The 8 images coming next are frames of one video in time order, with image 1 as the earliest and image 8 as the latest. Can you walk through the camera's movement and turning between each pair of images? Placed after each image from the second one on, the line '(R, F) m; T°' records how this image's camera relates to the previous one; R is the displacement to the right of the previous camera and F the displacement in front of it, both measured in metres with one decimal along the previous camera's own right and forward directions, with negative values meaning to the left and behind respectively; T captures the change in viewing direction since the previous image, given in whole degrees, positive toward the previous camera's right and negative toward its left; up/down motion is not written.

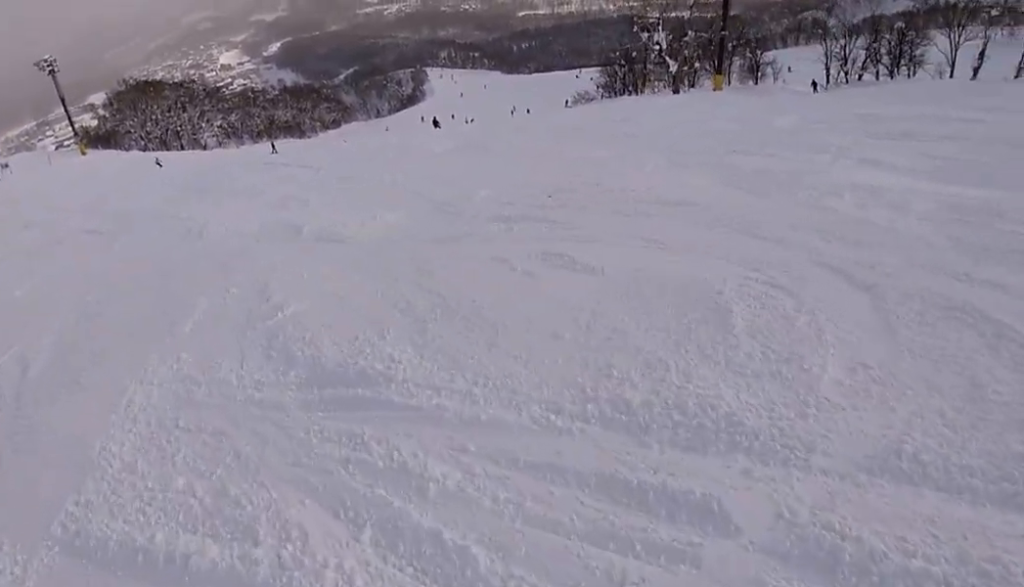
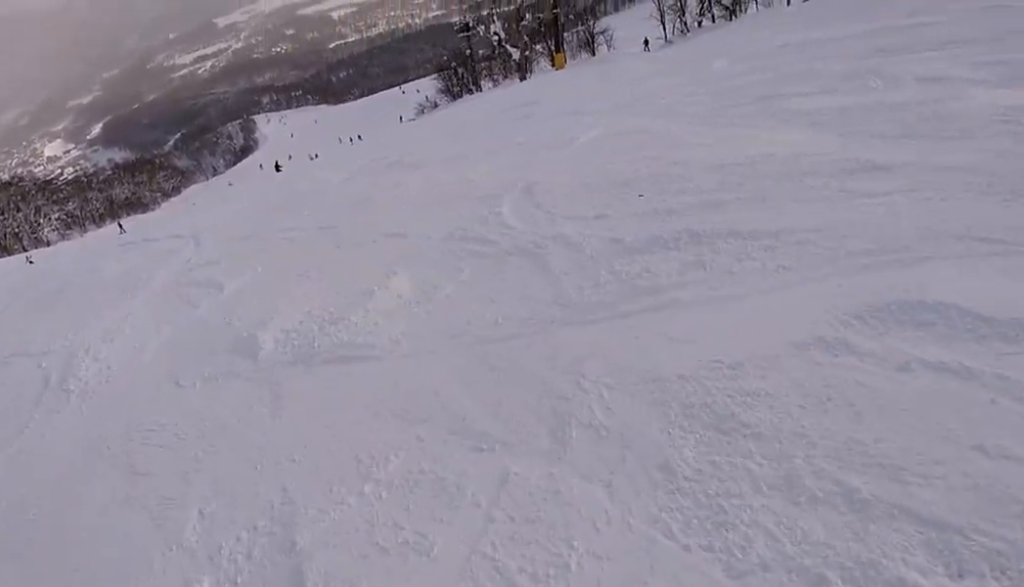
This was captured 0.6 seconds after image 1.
(0.0, +3.9) m; +15°
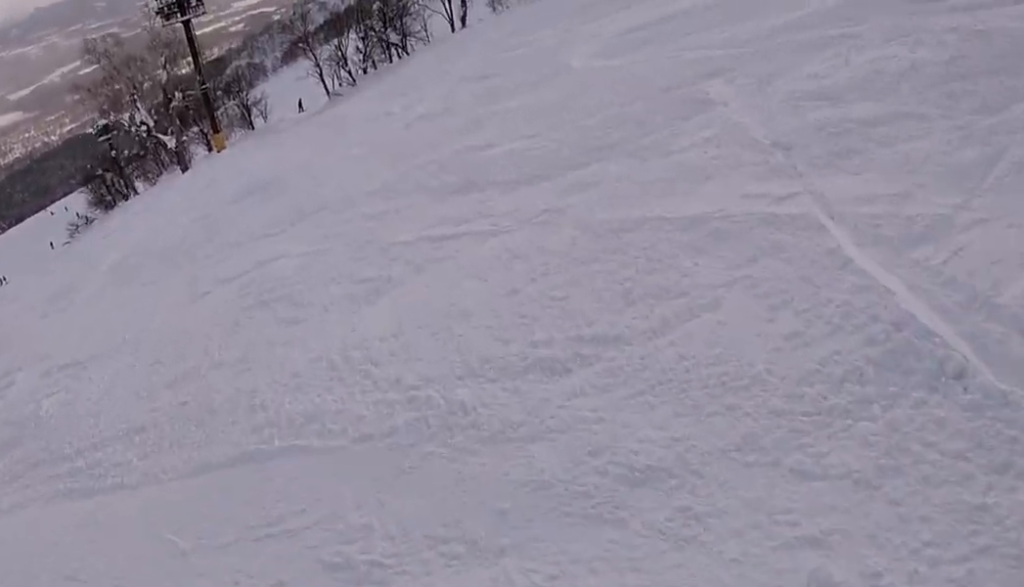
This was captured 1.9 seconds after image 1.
(+3.0, +7.6) m; +32°
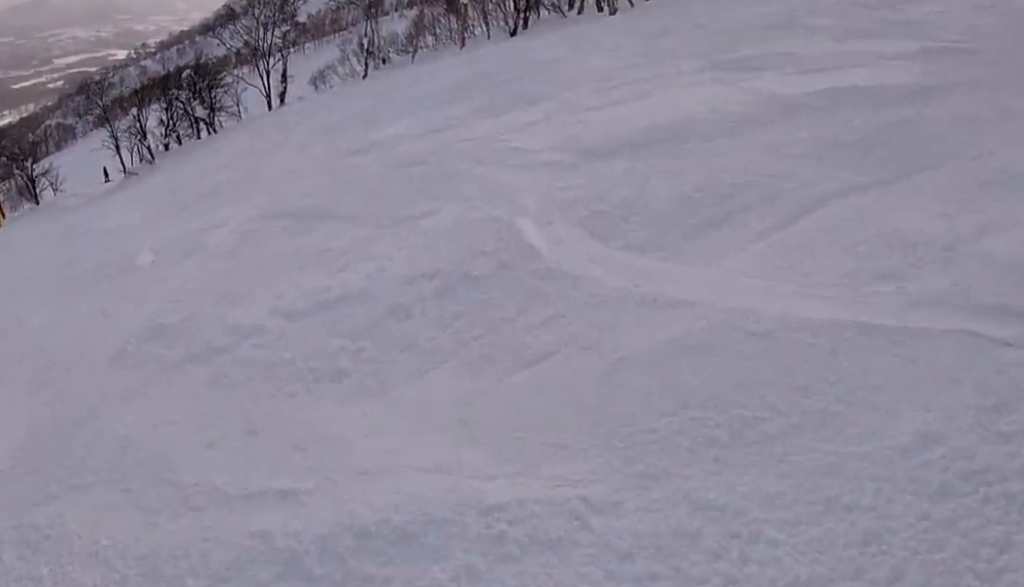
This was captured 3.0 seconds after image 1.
(+0.9, +6.5) m; +6°
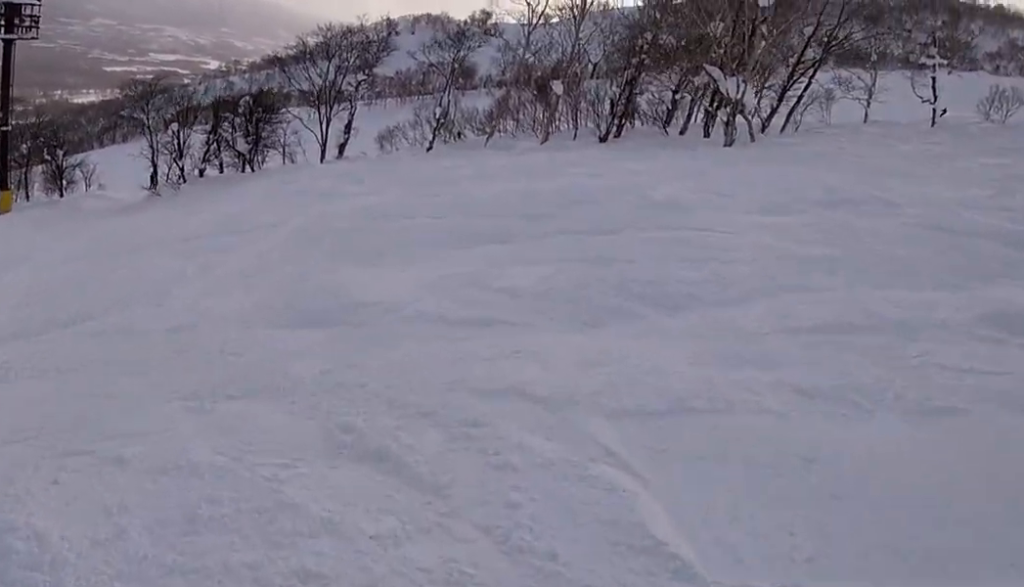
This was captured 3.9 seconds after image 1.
(-0.1, +5.7) m; -12°
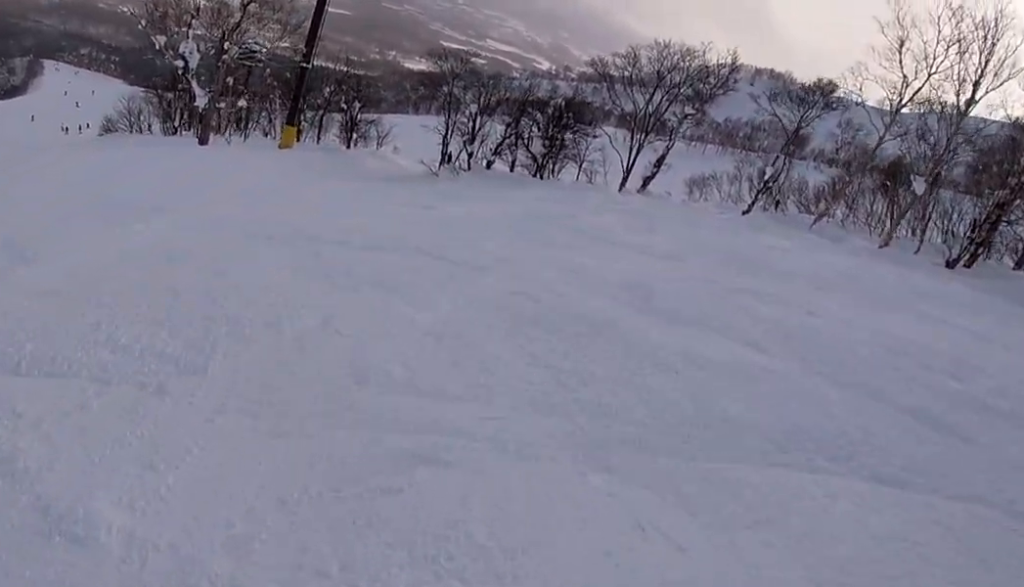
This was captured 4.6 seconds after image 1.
(-0.2, +4.4) m; -21°
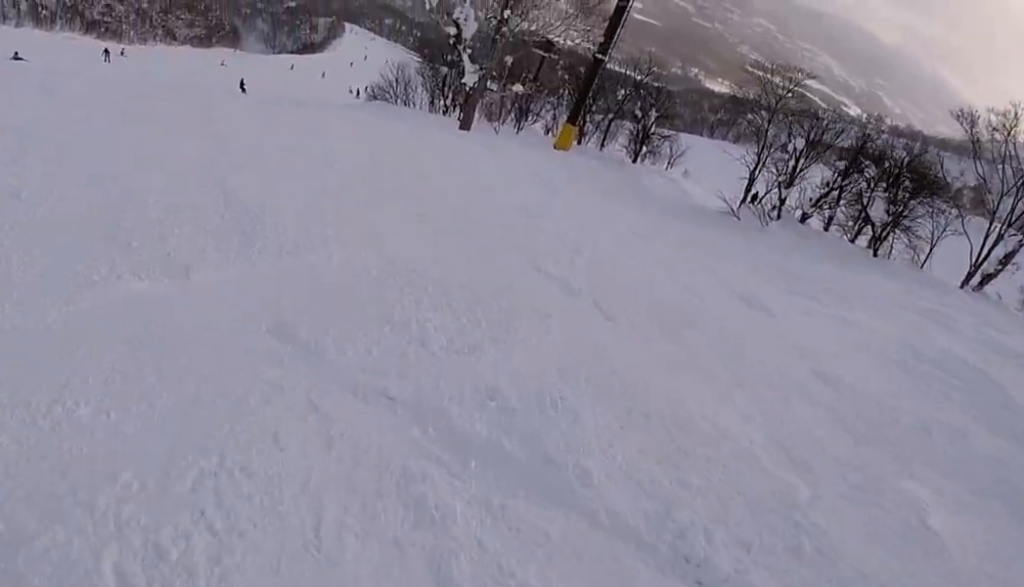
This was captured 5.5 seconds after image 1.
(-1.9, +4.9) m; -33°
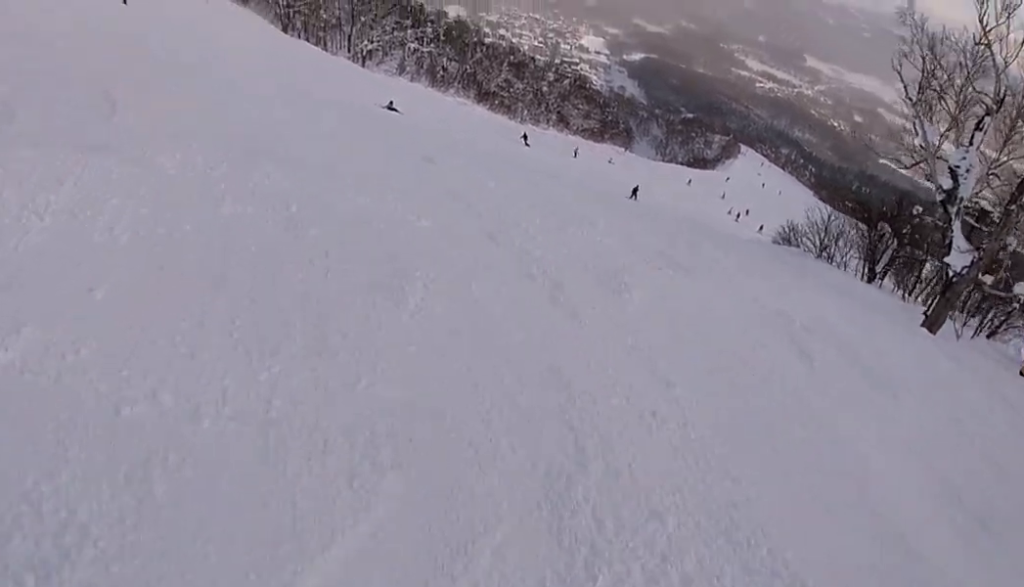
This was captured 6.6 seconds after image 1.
(-1.7, +6.6) m; -29°
